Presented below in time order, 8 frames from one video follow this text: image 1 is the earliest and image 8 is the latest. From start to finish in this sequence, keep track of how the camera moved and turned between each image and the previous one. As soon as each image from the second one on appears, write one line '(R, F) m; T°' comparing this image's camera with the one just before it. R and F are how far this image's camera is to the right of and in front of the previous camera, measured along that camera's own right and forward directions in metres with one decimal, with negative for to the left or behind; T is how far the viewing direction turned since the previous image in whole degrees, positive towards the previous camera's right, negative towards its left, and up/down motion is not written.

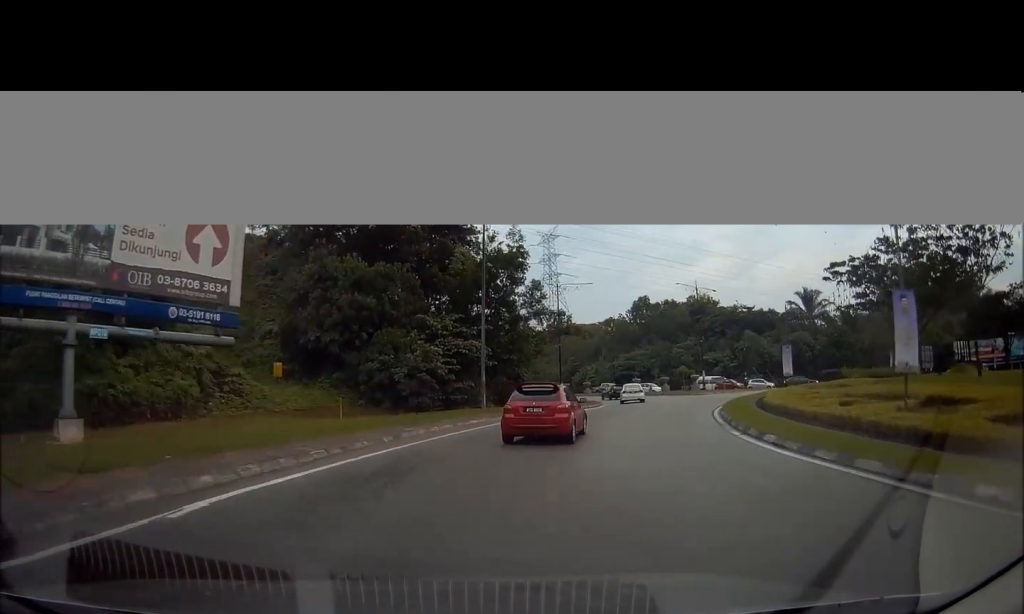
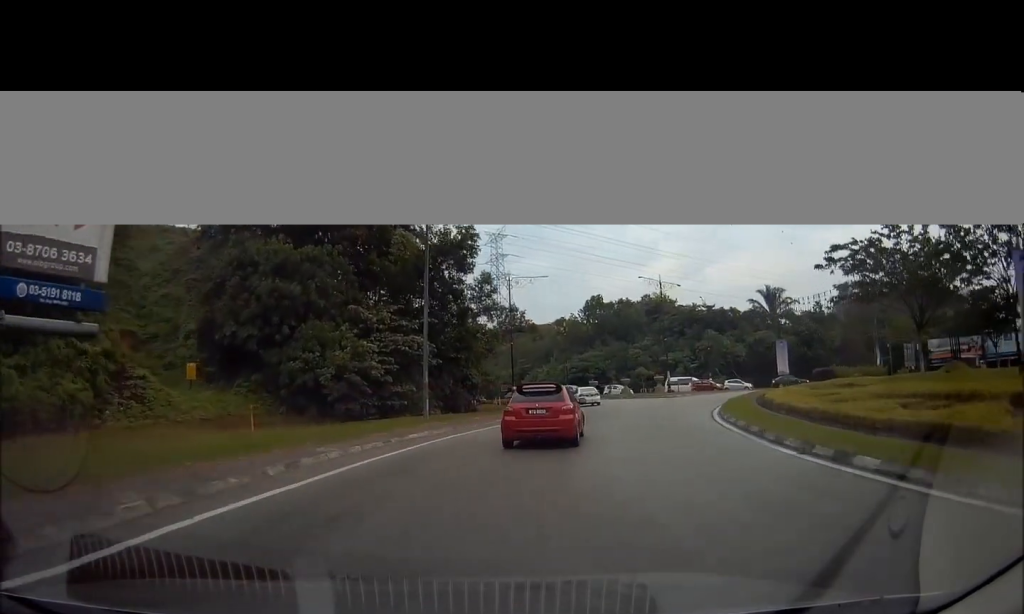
(+0.4, +5.4) m; +5°
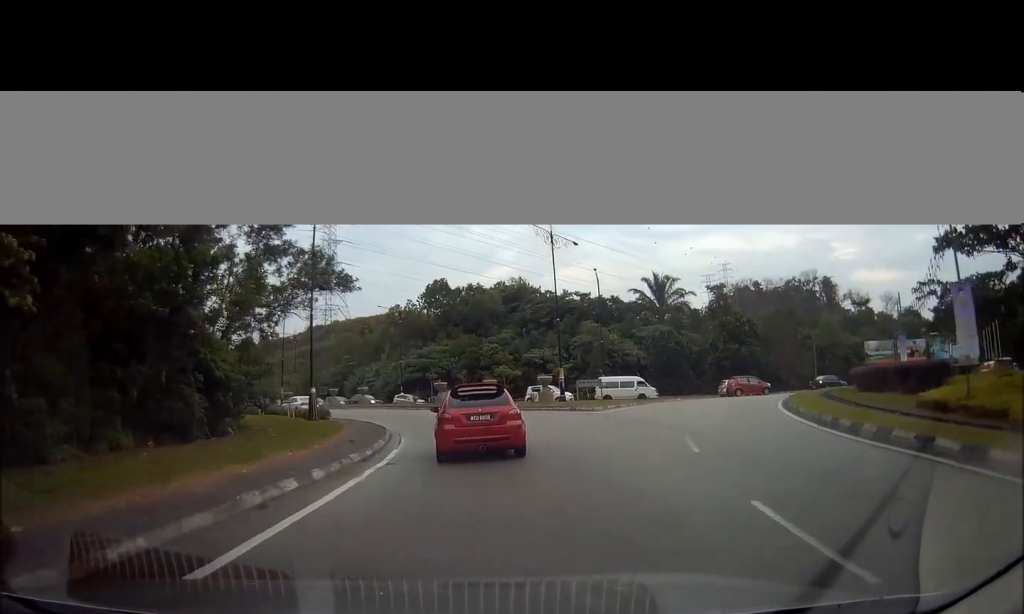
(+3.8, +21.8) m; +15°
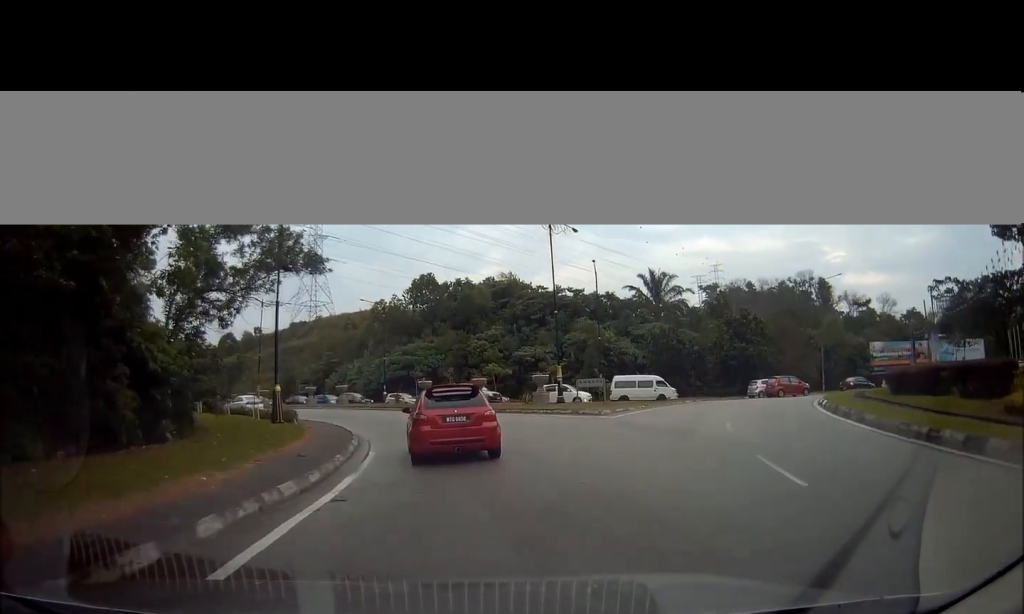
(+0.1, +4.2) m; 0°
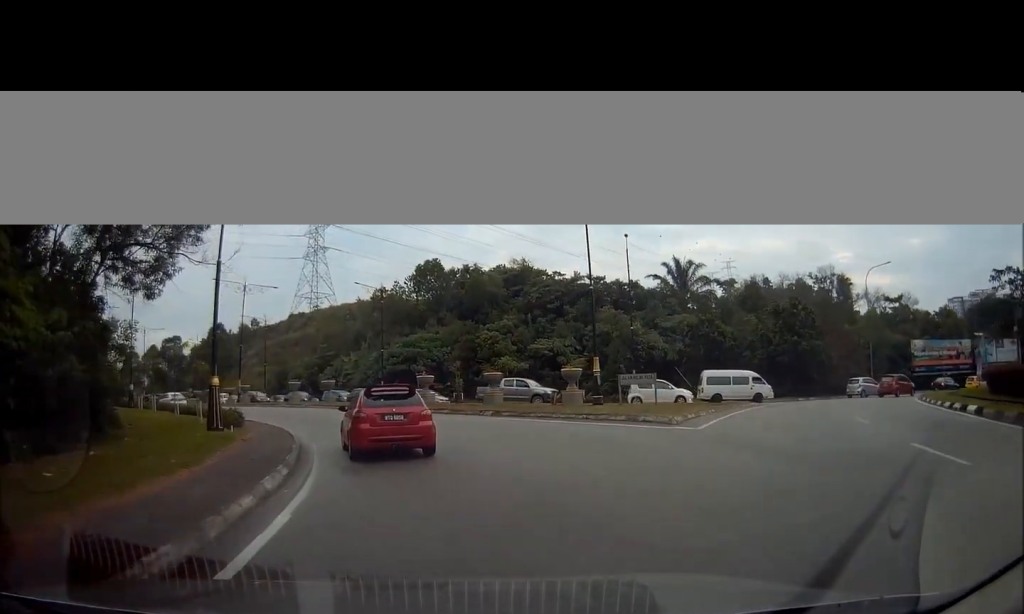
(-0.1, +8.0) m; +1°
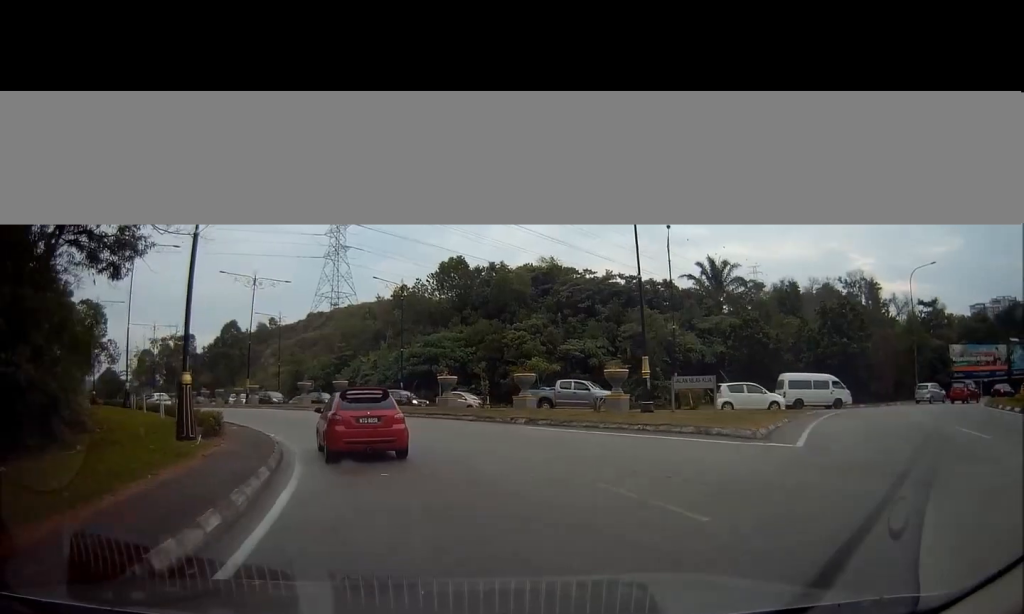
(-0.1, +3.9) m; 0°
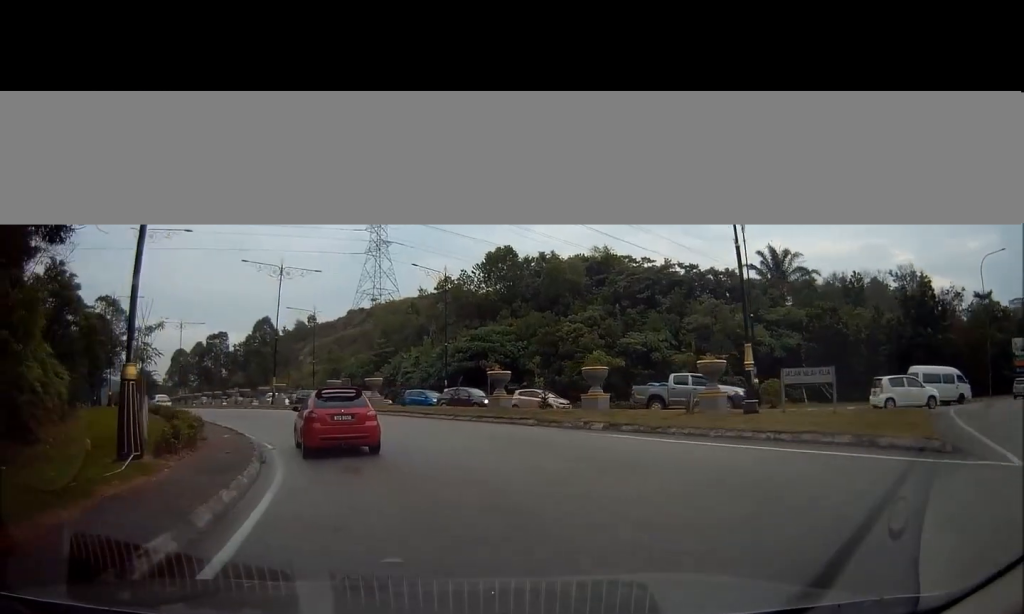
(+0.2, +4.9) m; -5°
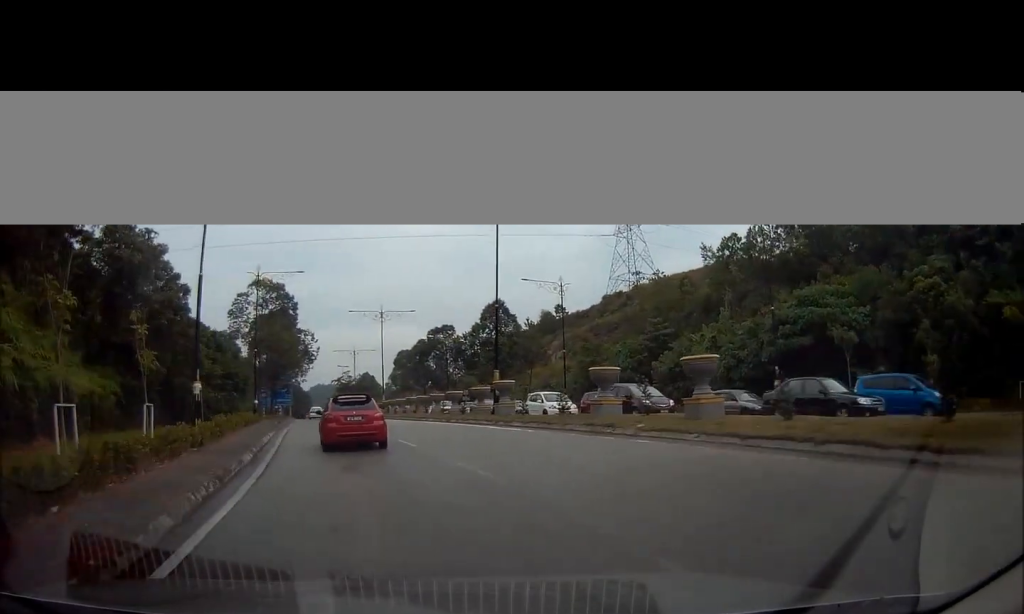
(-4.2, +17.0) m; -28°
